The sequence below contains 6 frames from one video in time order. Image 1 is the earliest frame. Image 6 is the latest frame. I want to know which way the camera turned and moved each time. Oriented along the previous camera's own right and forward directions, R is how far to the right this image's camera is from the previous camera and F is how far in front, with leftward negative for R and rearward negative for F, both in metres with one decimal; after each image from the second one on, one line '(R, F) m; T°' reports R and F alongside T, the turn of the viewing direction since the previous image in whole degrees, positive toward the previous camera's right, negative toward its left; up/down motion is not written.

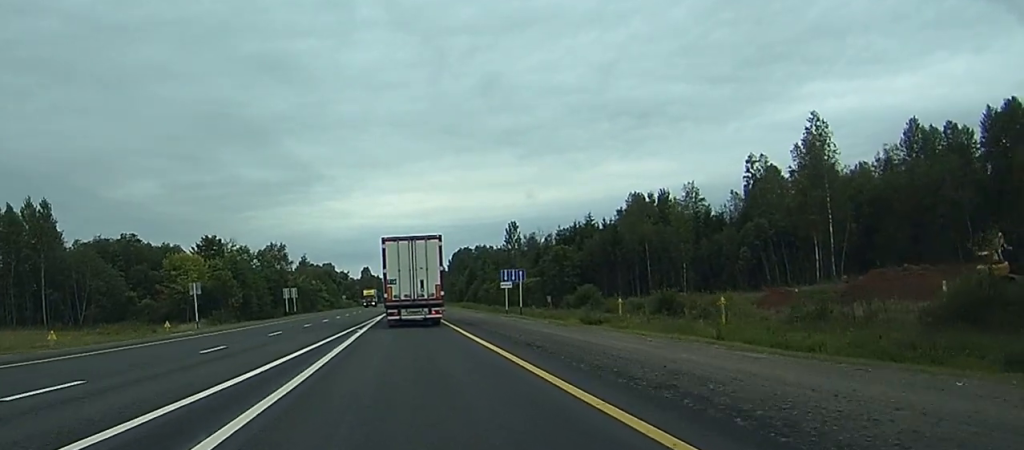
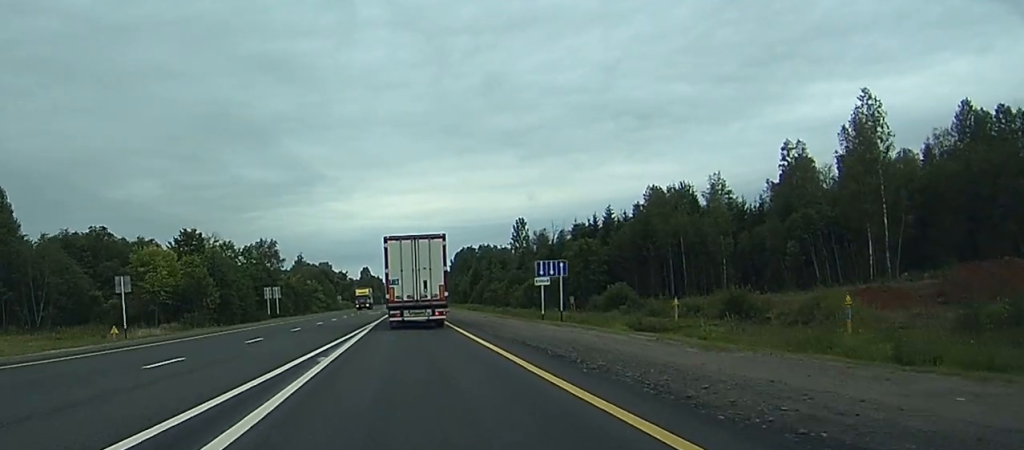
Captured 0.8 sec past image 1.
(-0.8, +17.3) m; -1°
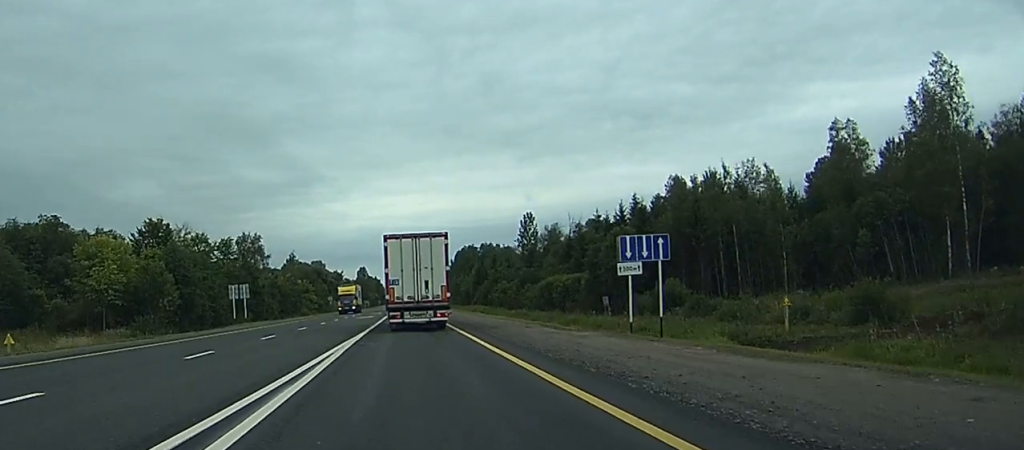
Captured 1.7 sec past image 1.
(+0.5, +20.2) m; +1°
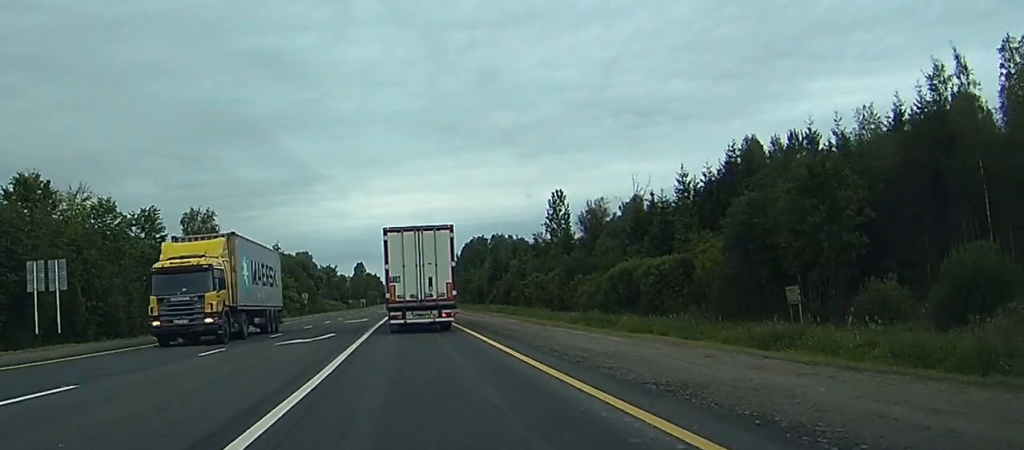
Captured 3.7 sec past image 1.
(+0.1, +46.5) m; 0°
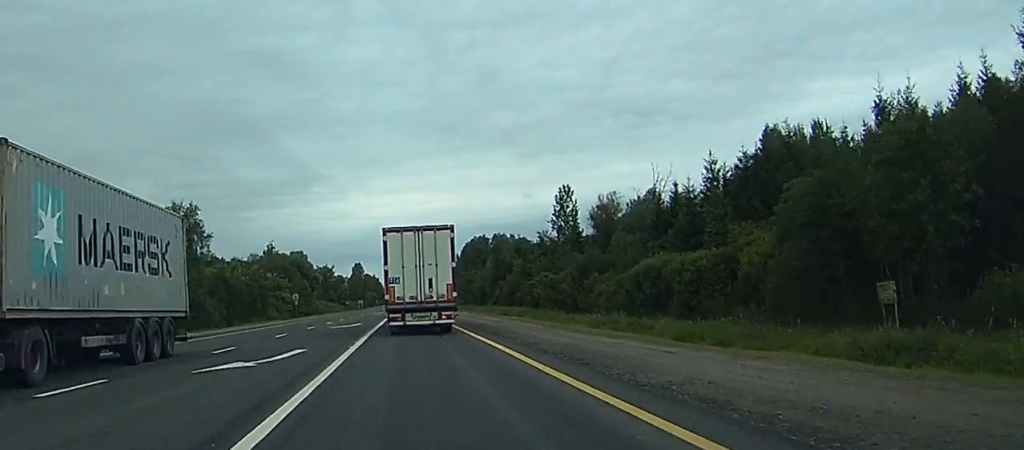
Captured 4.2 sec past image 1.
(0.0, +10.6) m; 0°
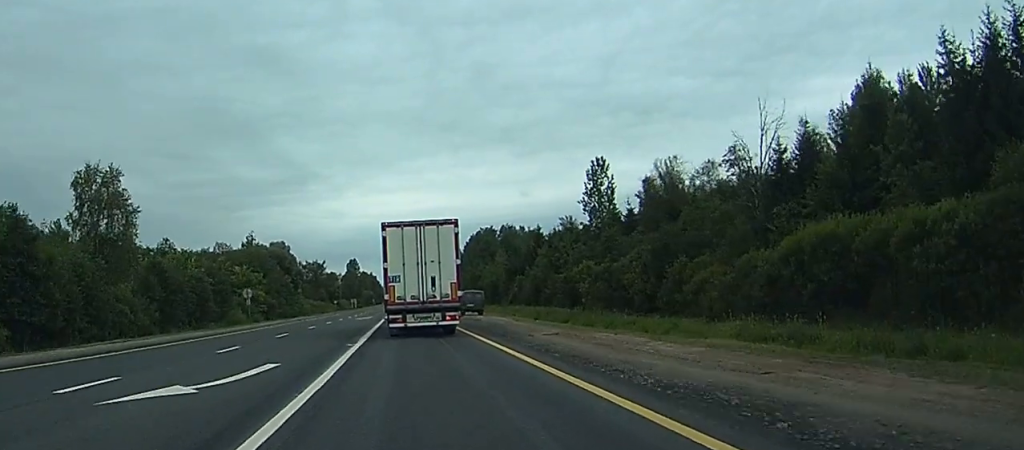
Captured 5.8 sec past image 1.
(-0.1, +35.6) m; 0°
